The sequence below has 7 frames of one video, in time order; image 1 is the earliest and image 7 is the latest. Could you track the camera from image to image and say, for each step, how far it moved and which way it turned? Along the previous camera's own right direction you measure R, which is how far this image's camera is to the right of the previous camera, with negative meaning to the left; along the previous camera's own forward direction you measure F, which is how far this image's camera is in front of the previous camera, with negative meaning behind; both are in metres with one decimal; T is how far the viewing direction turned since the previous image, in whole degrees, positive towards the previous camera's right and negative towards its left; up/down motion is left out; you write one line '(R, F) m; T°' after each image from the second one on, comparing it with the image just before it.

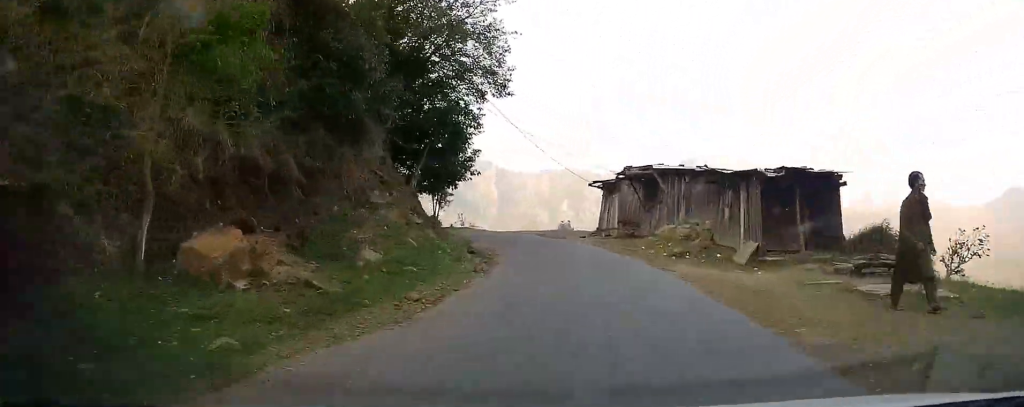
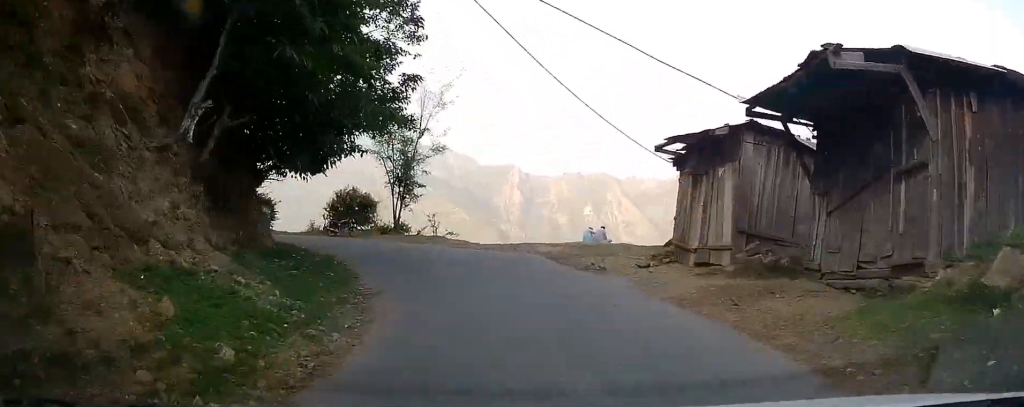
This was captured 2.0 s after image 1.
(+1.0, +16.9) m; 0°
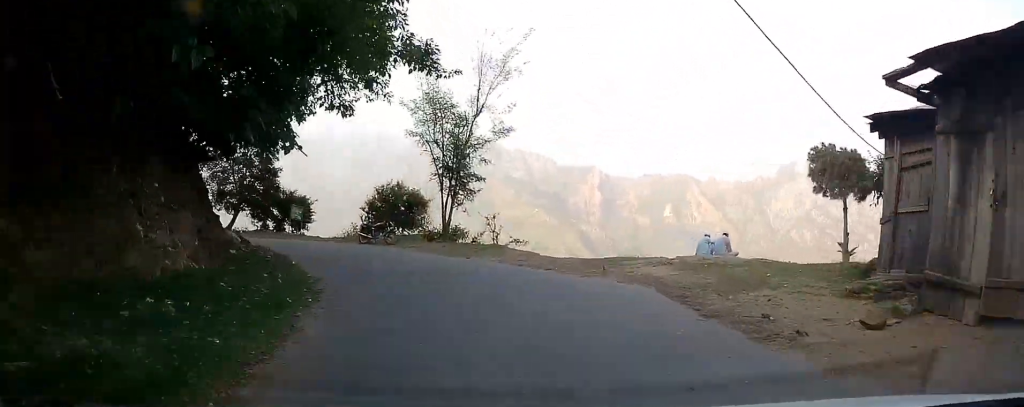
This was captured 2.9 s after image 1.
(+0.3, +7.8) m; -4°
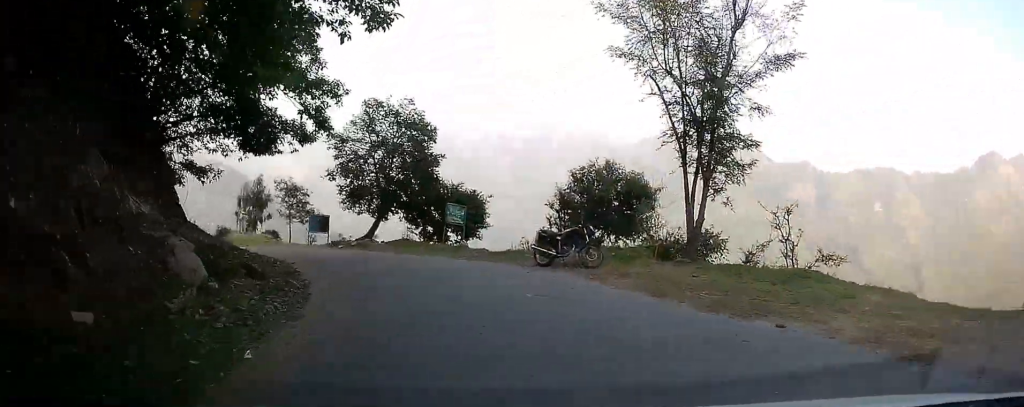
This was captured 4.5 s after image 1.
(-1.3, +12.1) m; -21°
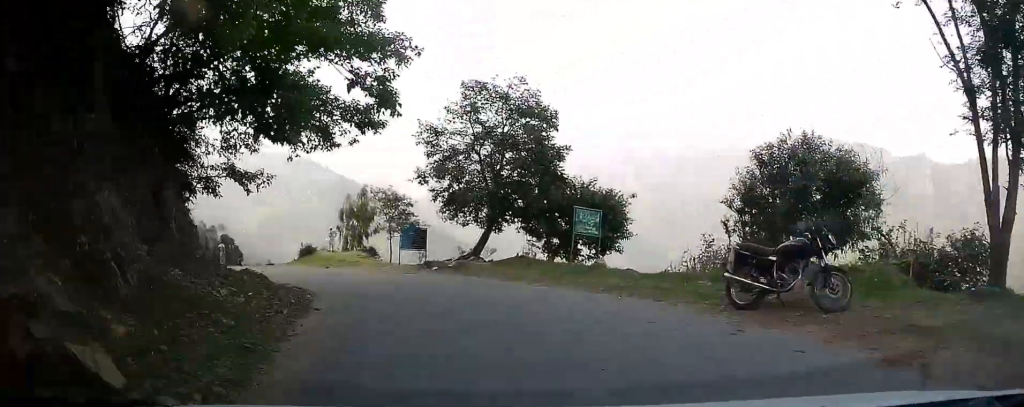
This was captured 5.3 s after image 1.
(+0.6, +6.5) m; -14°
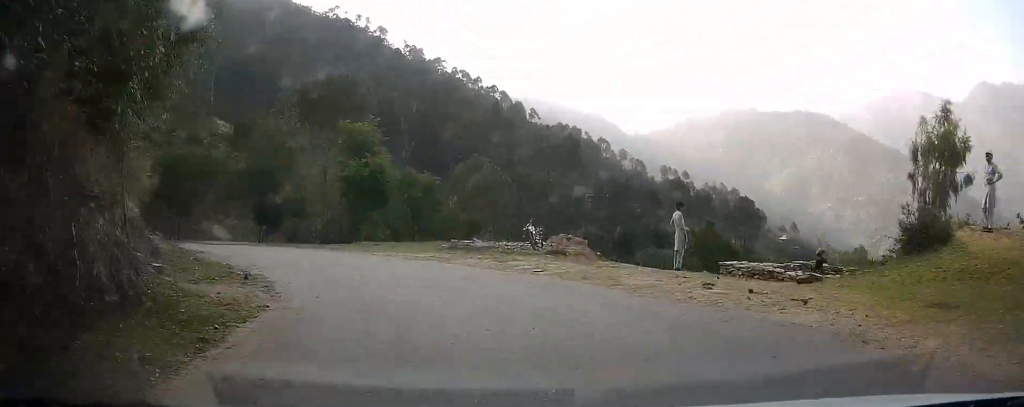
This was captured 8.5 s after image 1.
(-13.2, +20.7) m; -53°
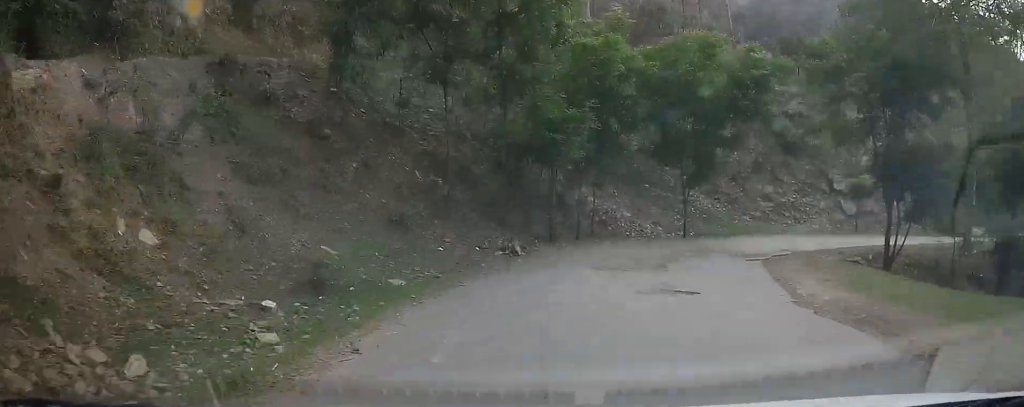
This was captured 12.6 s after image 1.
(-13.3, +26.0) m; -44°
